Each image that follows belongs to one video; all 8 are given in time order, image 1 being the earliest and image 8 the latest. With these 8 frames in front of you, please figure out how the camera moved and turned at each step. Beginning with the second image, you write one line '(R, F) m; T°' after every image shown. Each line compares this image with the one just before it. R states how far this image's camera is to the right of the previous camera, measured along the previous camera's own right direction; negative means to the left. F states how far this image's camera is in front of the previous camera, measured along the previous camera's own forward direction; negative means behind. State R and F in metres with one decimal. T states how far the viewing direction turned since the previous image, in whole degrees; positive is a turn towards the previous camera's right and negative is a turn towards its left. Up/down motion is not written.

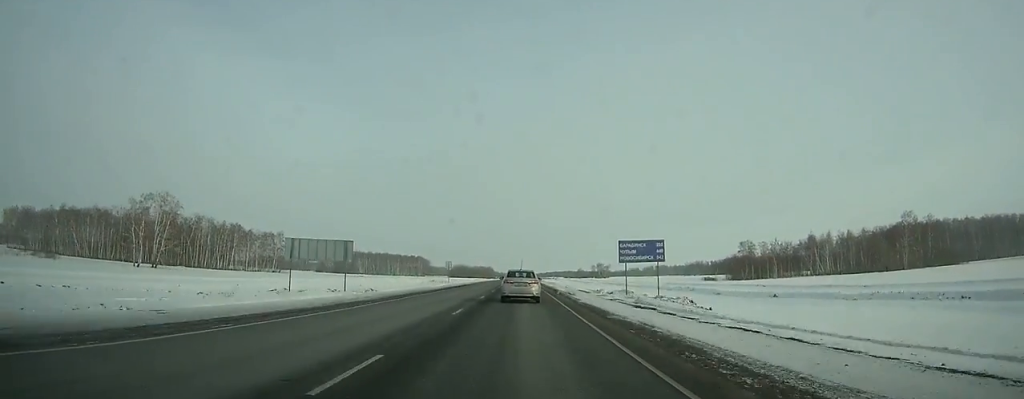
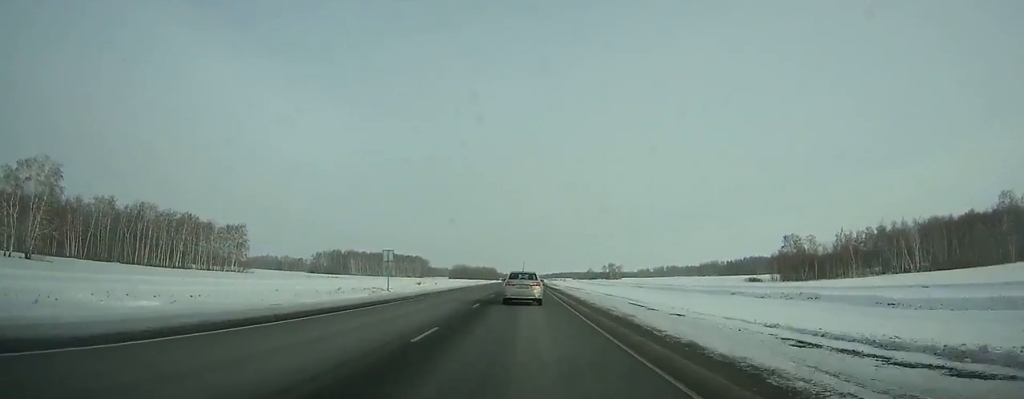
(0.0, +43.3) m; 0°
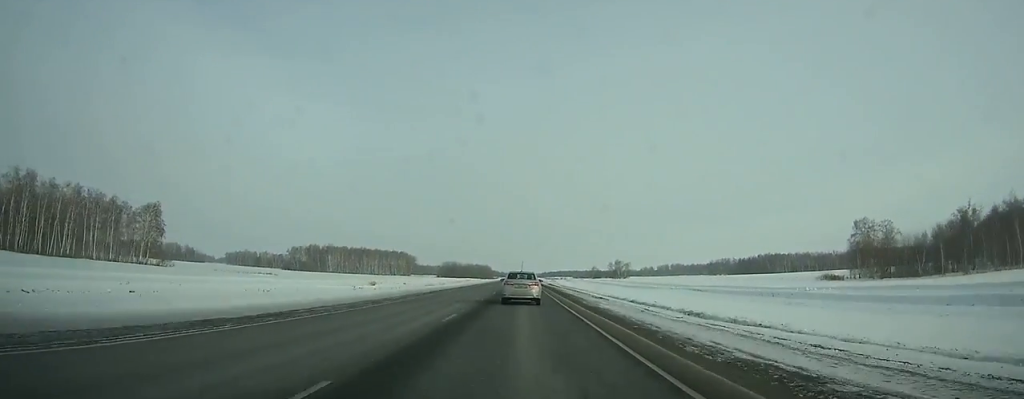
(0.0, +56.0) m; 0°
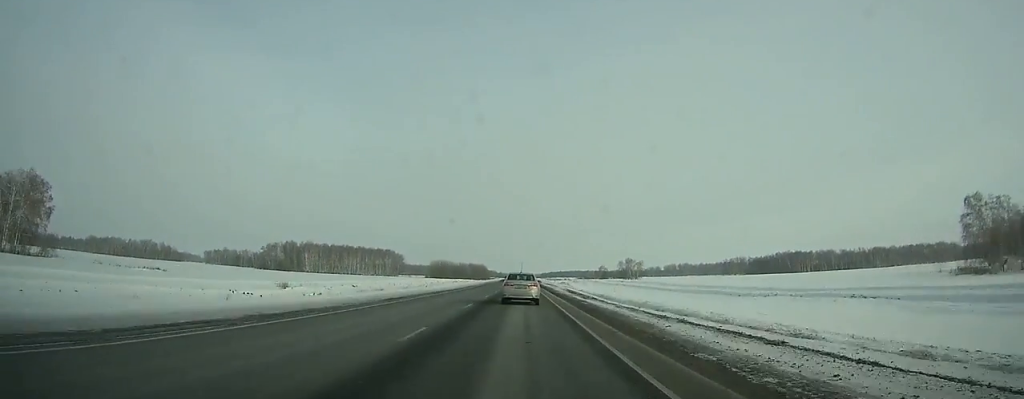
(+0.3, +53.3) m; 0°
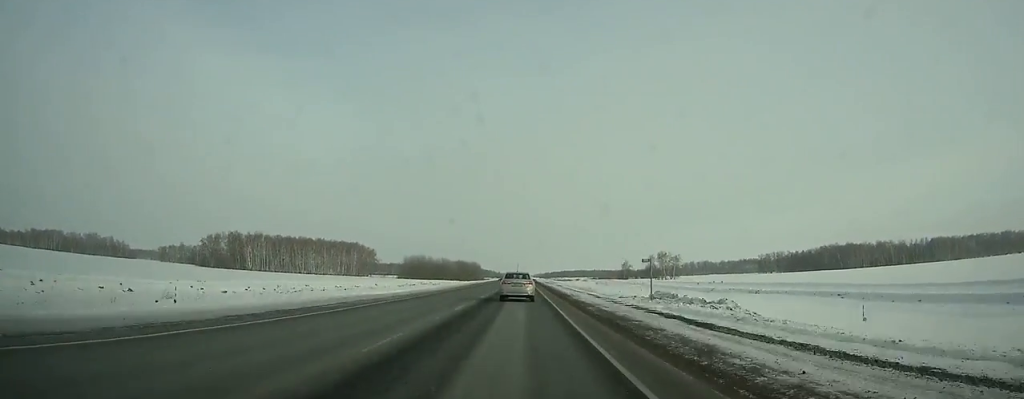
(-0.3, +98.0) m; 0°
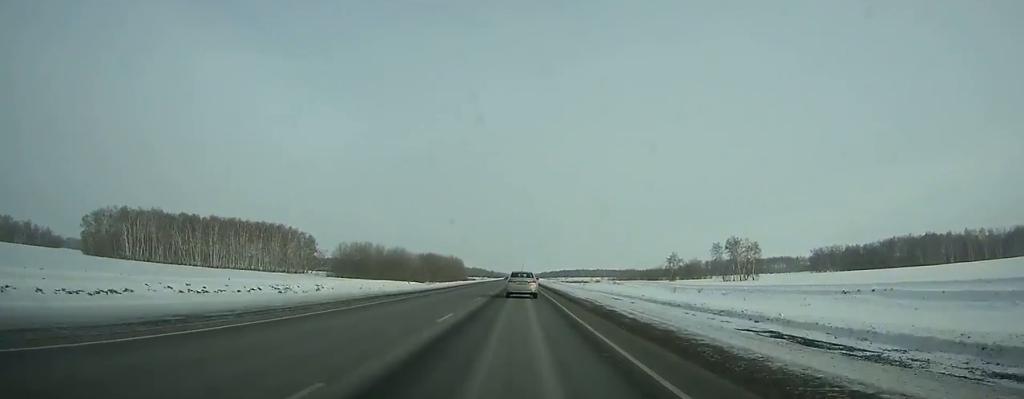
(+0.1, +116.3) m; 0°
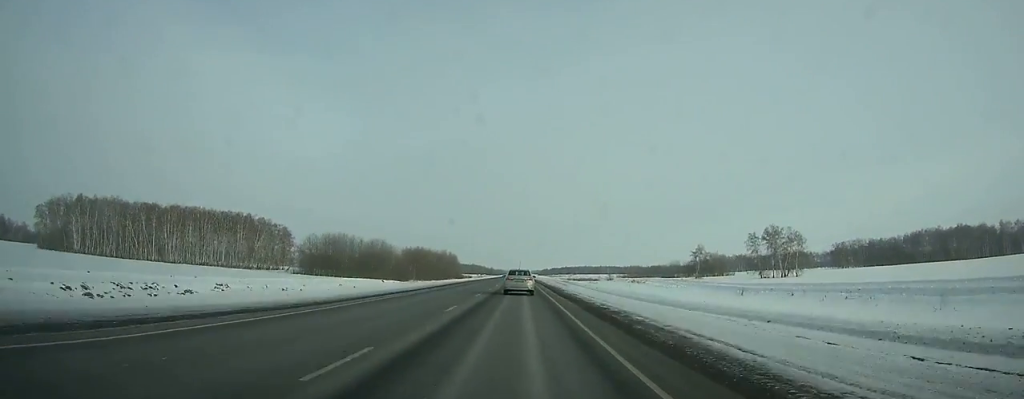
(0.0, +33.1) m; 0°
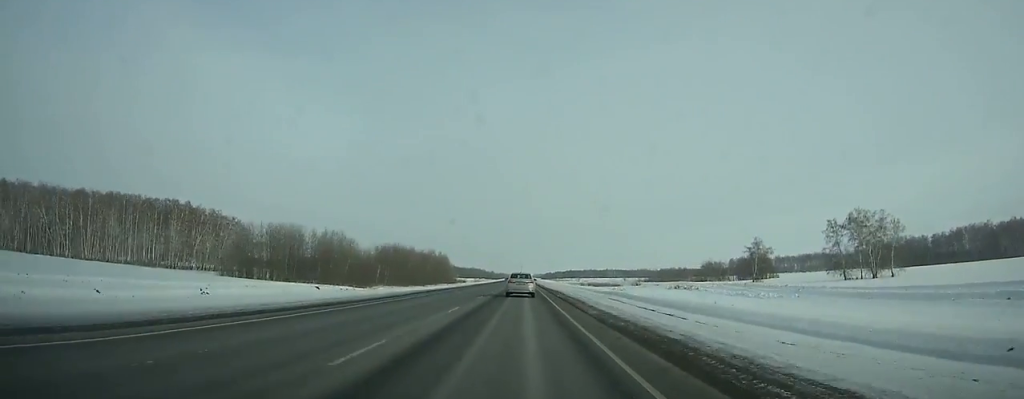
(-0.1, +48.8) m; 0°
